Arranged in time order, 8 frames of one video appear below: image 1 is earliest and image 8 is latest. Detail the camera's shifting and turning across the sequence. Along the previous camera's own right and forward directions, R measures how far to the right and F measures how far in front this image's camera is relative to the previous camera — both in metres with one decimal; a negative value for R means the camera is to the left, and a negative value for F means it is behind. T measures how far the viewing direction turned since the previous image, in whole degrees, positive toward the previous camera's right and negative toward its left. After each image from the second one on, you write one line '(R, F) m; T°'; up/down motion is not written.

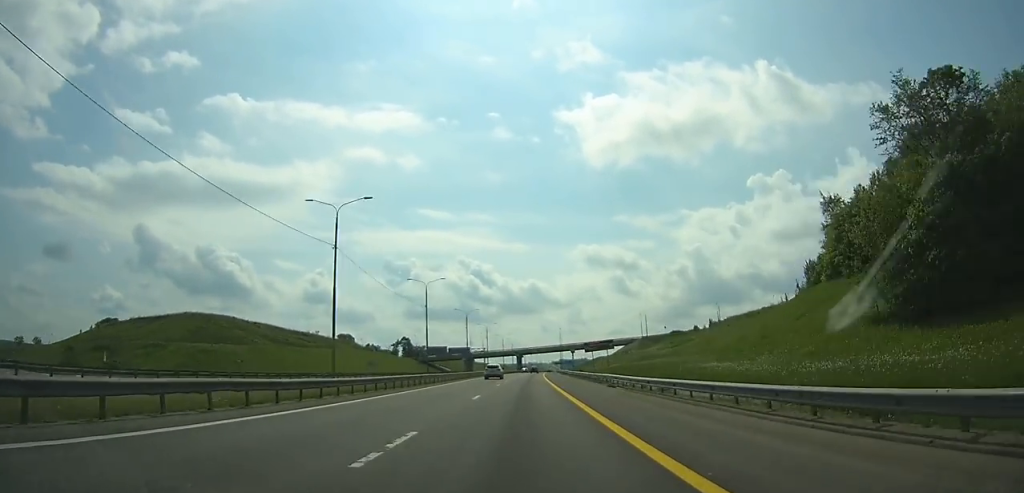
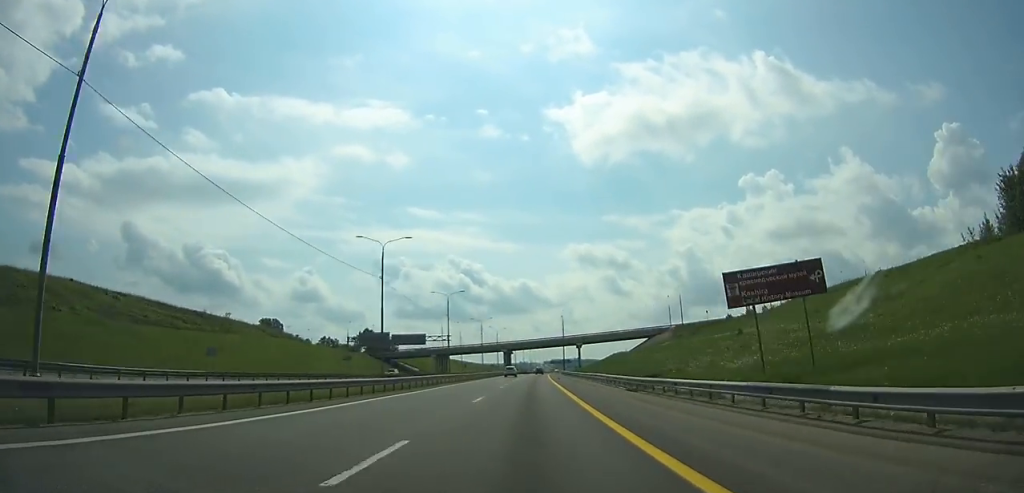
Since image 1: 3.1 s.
(+0.8, +65.6) m; +1°
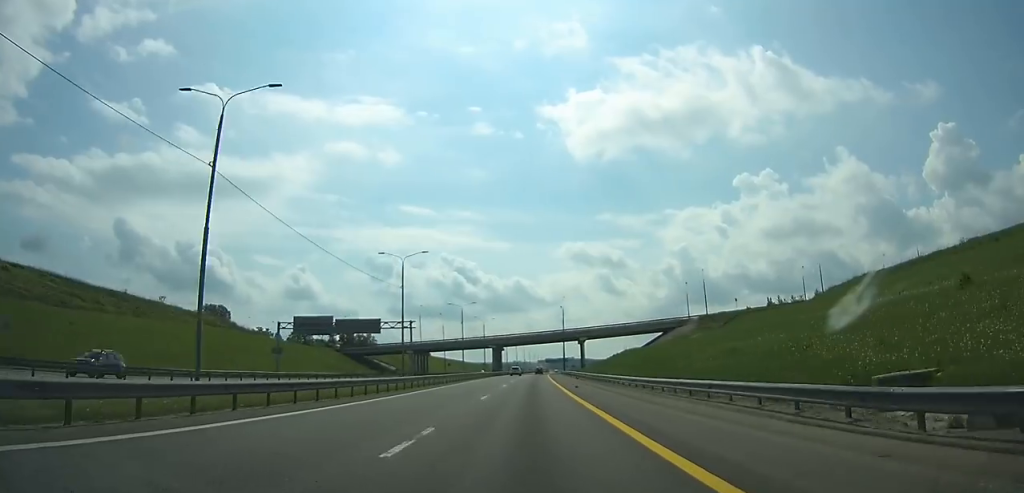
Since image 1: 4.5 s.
(+0.2, +29.8) m; +1°
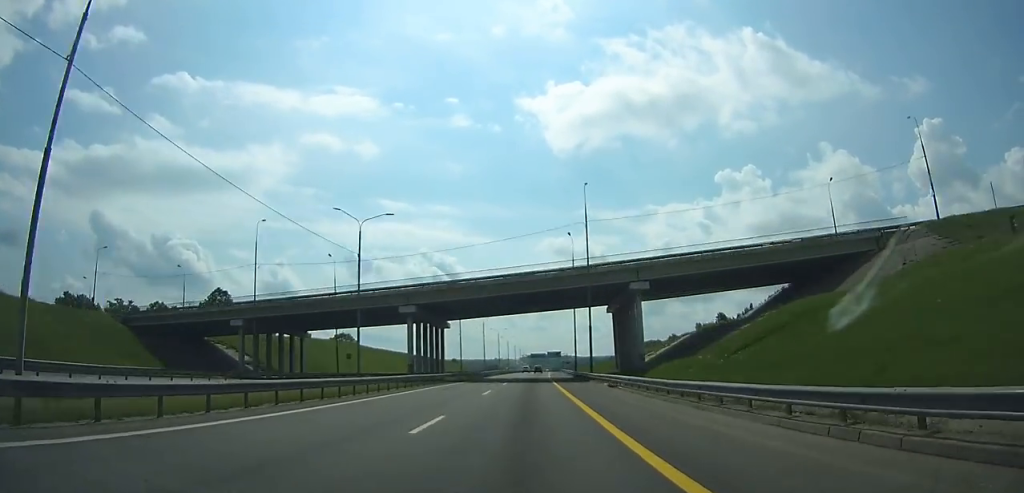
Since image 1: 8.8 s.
(+1.3, +92.6) m; +2°
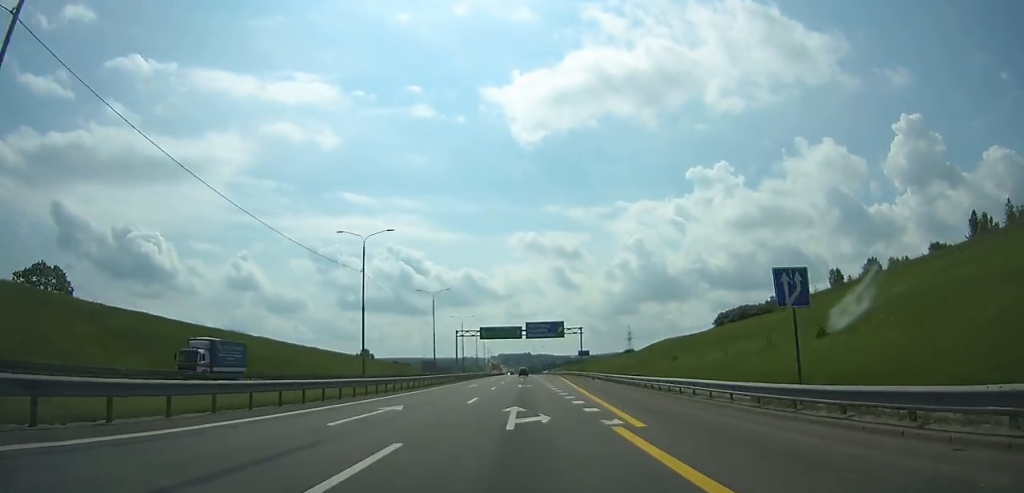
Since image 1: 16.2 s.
(+5.5, +163.5) m; +3°
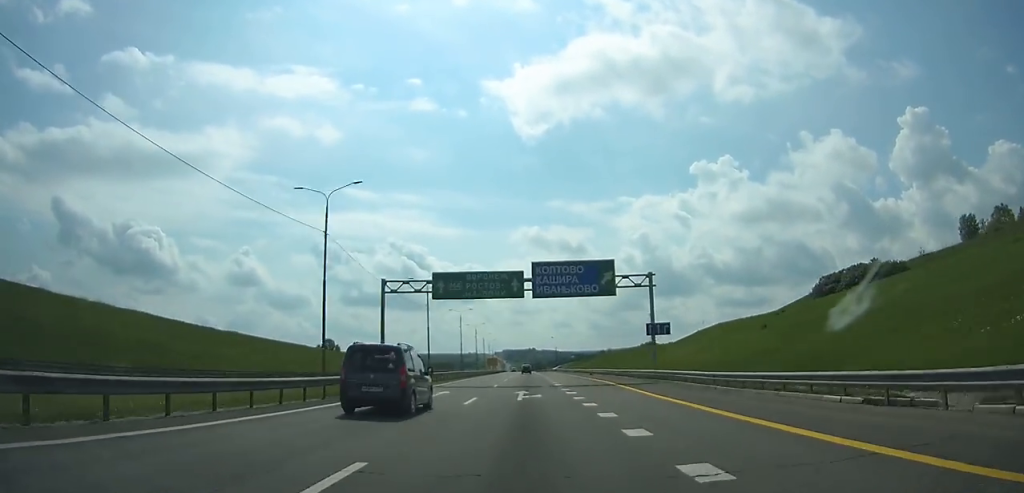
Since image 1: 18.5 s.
(-0.1, +51.4) m; 0°
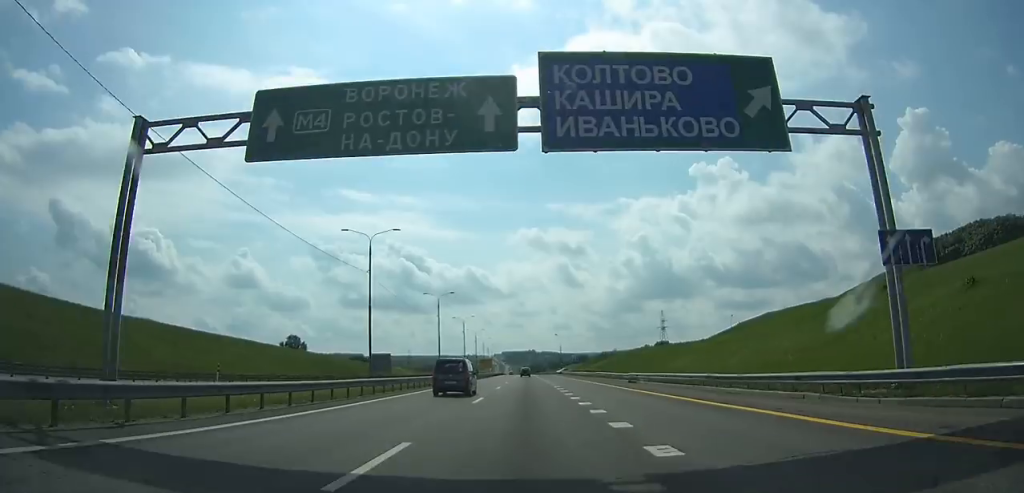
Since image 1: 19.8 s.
(0.0, +29.1) m; 0°
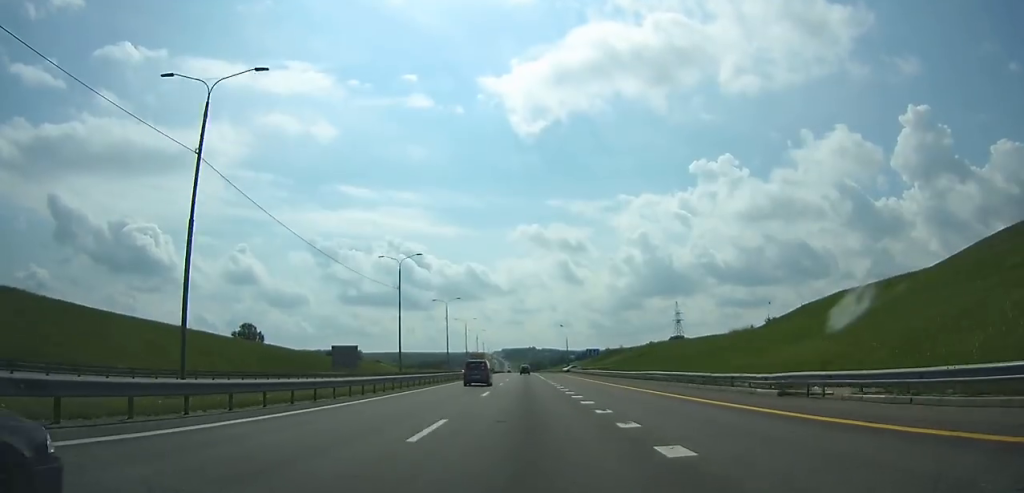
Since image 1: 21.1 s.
(0.0, +29.2) m; 0°
